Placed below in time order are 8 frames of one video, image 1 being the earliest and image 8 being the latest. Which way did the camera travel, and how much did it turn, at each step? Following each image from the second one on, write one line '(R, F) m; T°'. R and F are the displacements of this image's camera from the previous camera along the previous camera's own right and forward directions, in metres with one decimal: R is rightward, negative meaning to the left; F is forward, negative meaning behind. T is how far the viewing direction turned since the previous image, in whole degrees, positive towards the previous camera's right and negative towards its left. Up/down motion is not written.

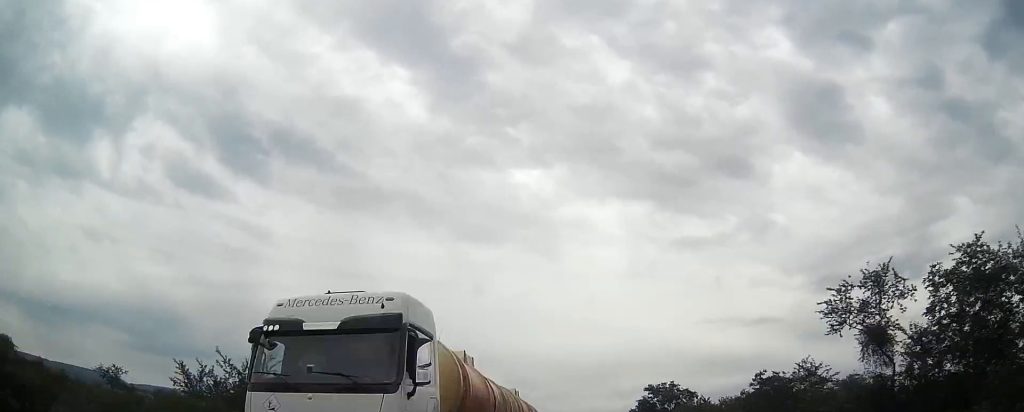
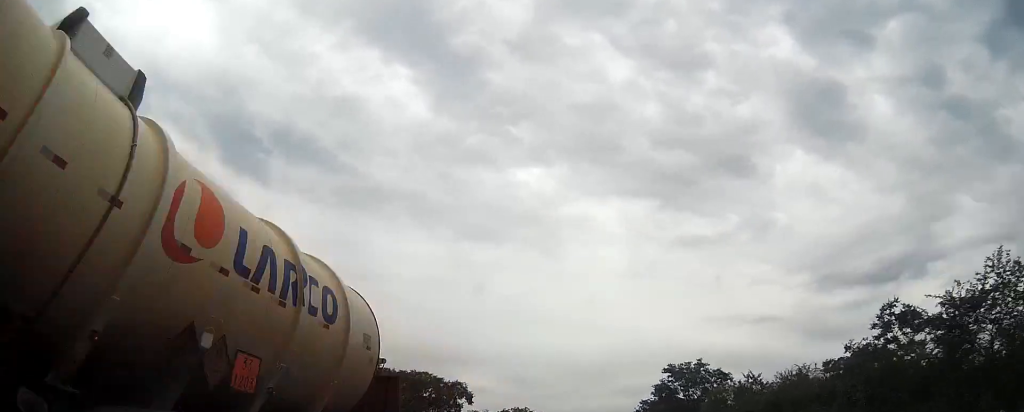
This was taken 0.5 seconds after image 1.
(0.0, +13.1) m; 0°
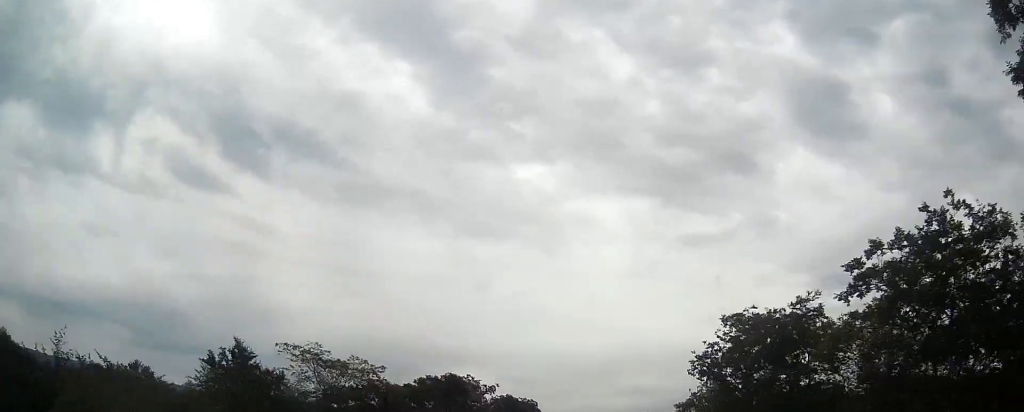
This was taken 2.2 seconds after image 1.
(+0.1, +41.9) m; 0°
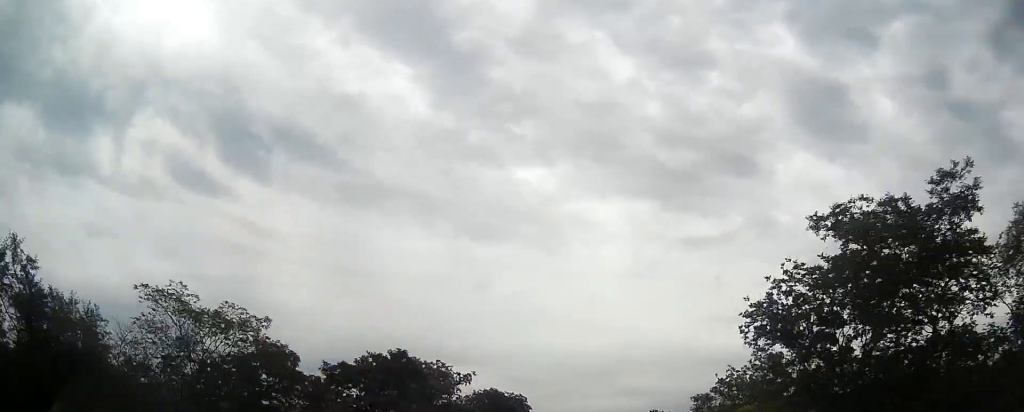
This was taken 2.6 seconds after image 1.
(0.0, +10.3) m; 0°
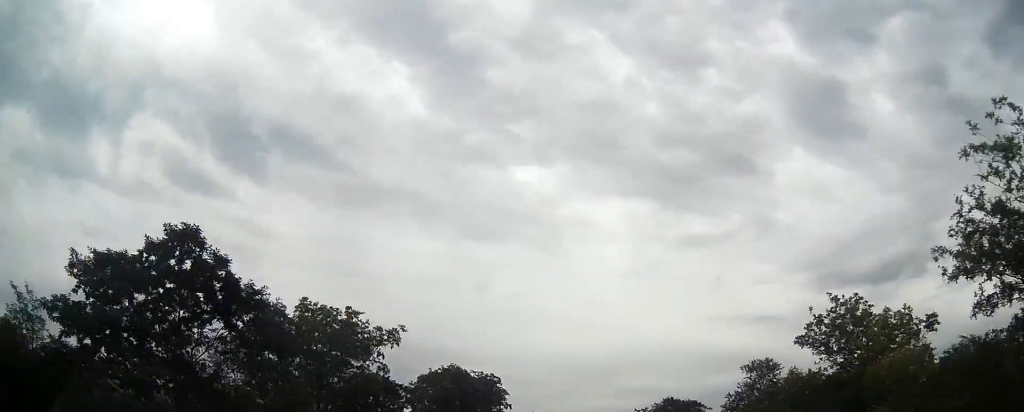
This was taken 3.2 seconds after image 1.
(+0.1, +17.5) m; 0°
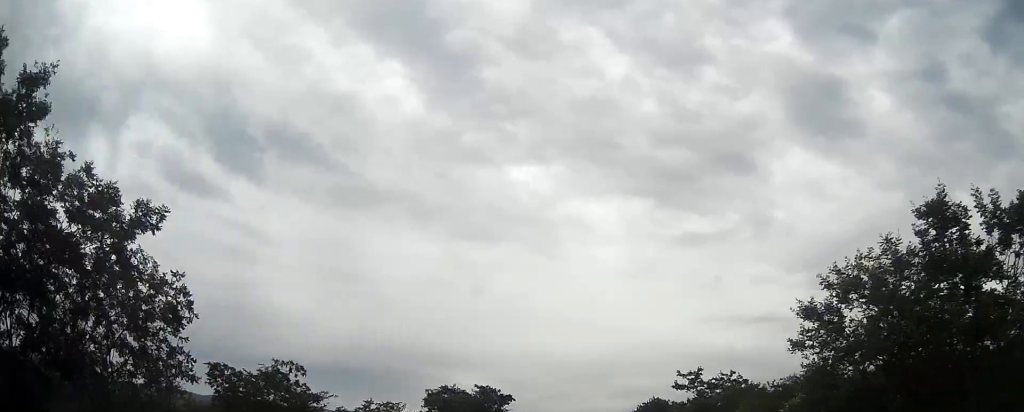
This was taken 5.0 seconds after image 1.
(-0.2, +46.7) m; 0°
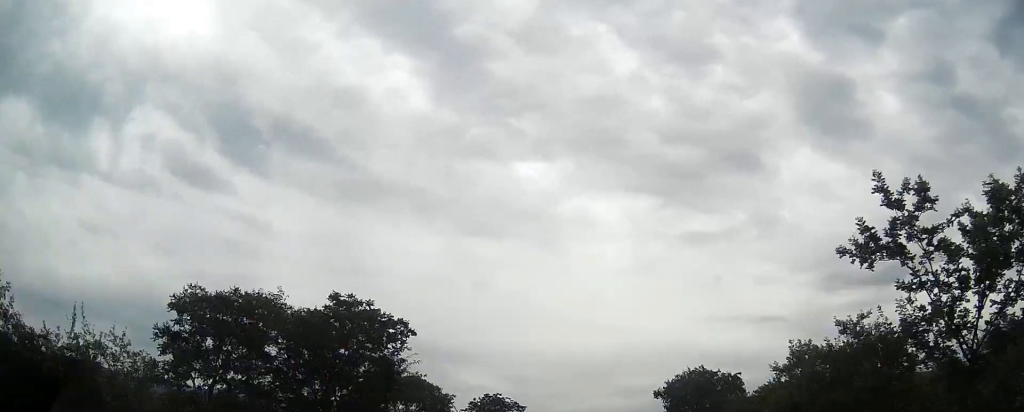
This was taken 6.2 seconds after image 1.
(+0.1, +30.2) m; 0°
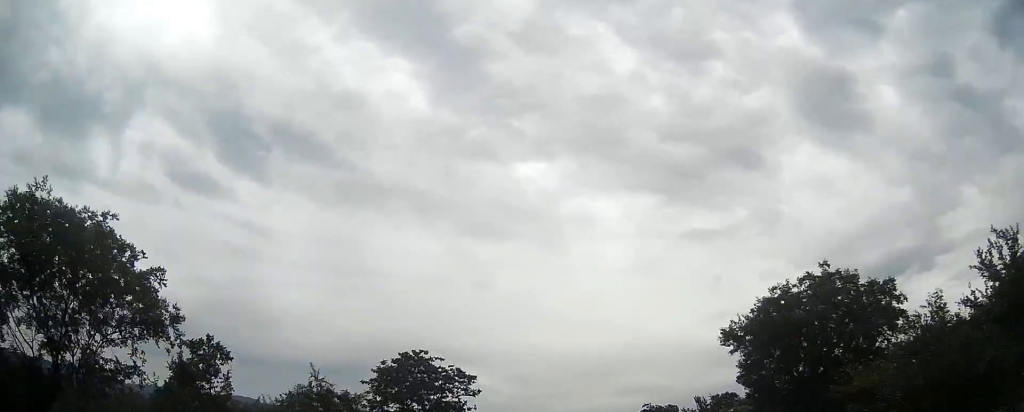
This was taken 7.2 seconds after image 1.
(+0.1, +26.1) m; 0°
